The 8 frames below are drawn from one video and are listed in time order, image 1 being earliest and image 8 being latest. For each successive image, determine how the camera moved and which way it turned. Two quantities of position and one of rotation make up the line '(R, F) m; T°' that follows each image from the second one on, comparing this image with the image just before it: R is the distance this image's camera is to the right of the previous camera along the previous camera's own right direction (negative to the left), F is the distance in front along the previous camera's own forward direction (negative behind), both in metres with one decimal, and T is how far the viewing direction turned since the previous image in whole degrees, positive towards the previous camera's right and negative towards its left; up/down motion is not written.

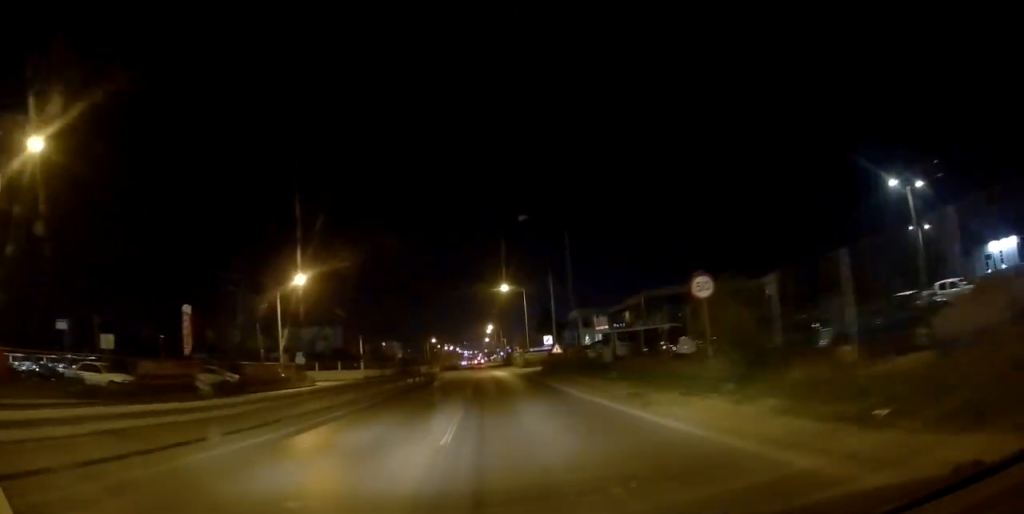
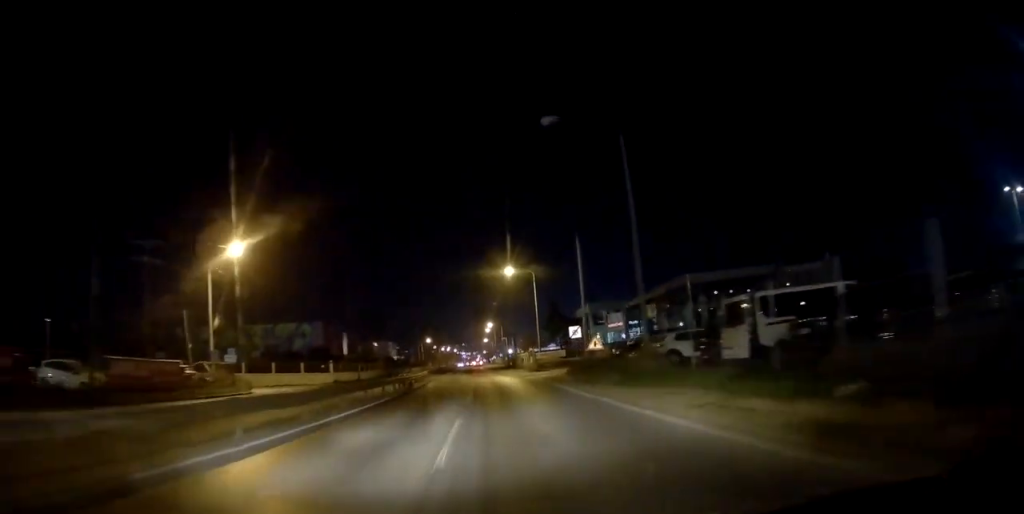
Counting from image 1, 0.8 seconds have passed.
(+0.1, +15.3) m; +1°
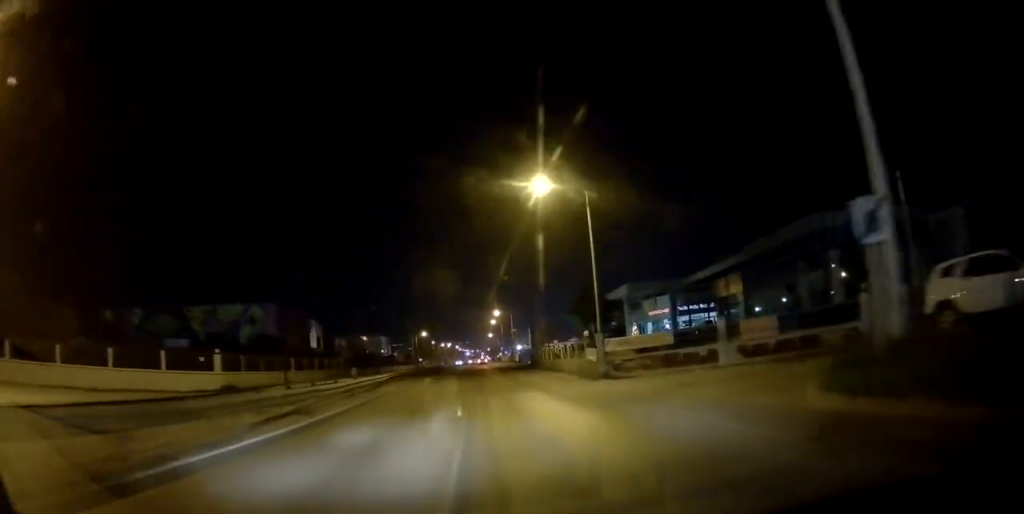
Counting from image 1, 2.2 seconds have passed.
(+0.2, +27.6) m; 0°
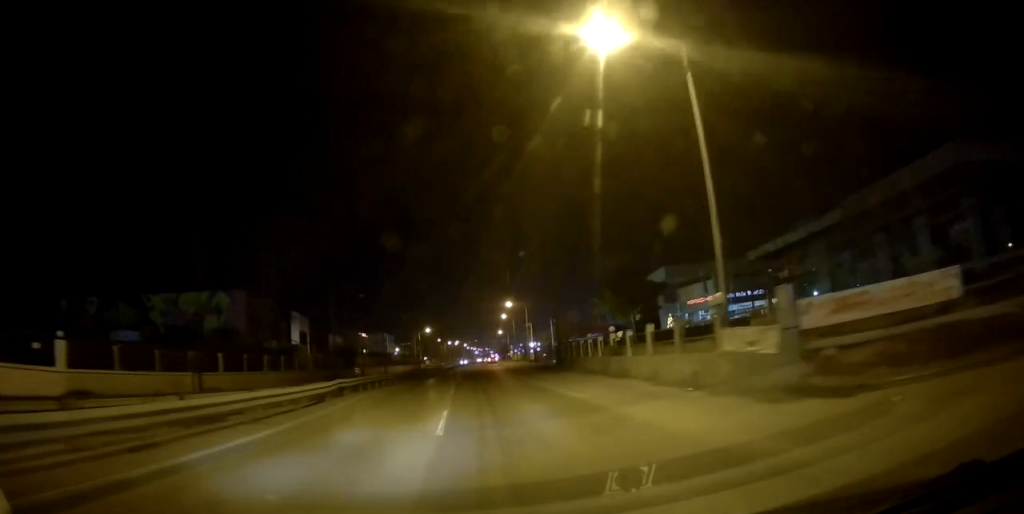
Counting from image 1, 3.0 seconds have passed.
(0.0, +15.2) m; -1°
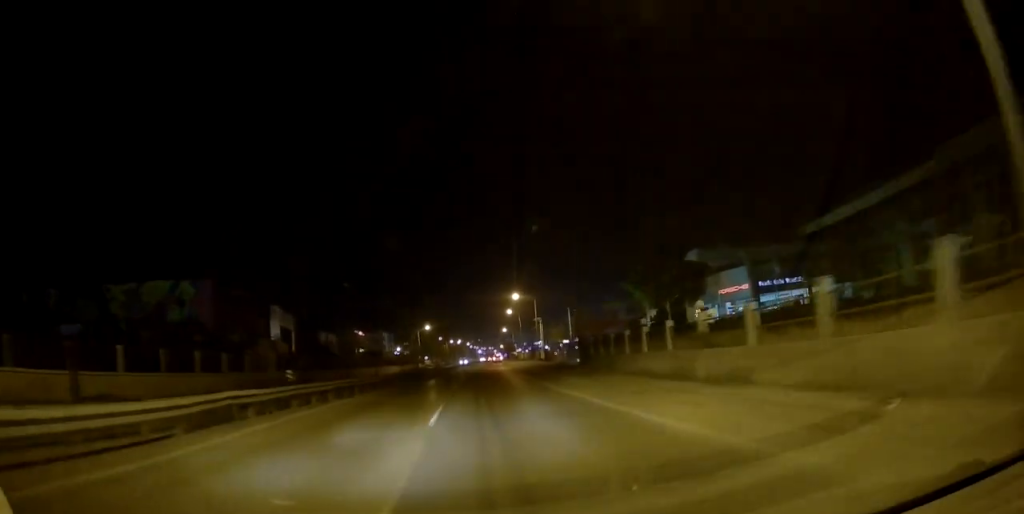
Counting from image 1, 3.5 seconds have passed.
(-0.1, +10.3) m; -1°
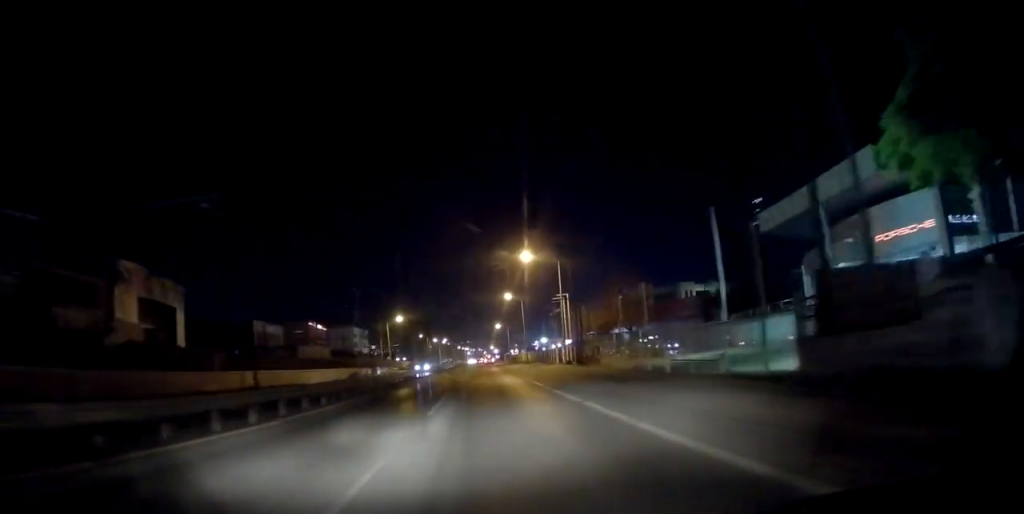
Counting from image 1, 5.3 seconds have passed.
(-0.4, +33.9) m; +1°
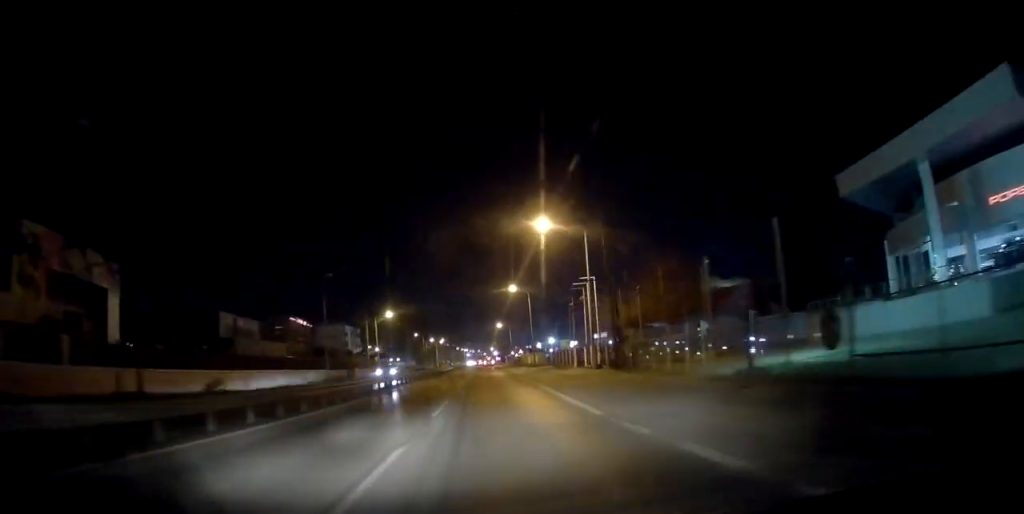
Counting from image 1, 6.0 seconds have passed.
(+0.2, +12.3) m; +1°
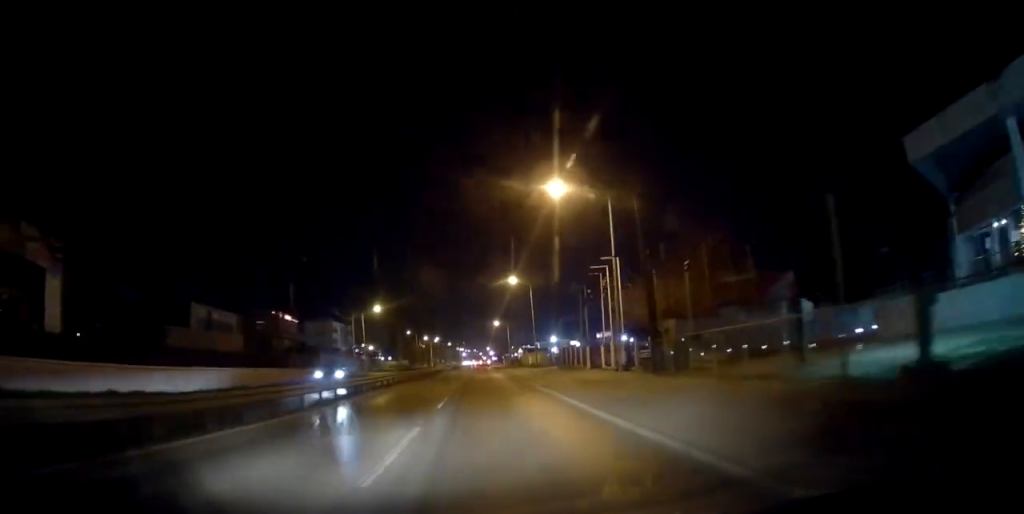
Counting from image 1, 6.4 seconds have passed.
(0.0, +7.9) m; 0°
